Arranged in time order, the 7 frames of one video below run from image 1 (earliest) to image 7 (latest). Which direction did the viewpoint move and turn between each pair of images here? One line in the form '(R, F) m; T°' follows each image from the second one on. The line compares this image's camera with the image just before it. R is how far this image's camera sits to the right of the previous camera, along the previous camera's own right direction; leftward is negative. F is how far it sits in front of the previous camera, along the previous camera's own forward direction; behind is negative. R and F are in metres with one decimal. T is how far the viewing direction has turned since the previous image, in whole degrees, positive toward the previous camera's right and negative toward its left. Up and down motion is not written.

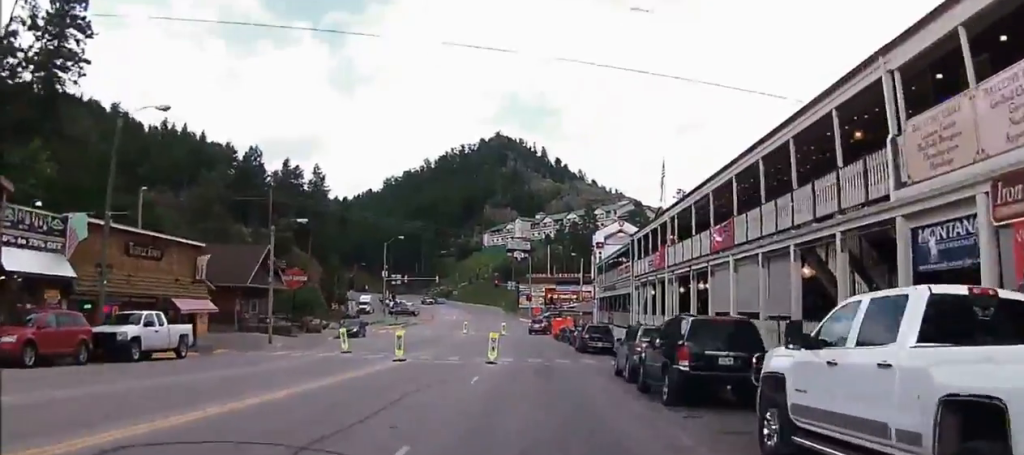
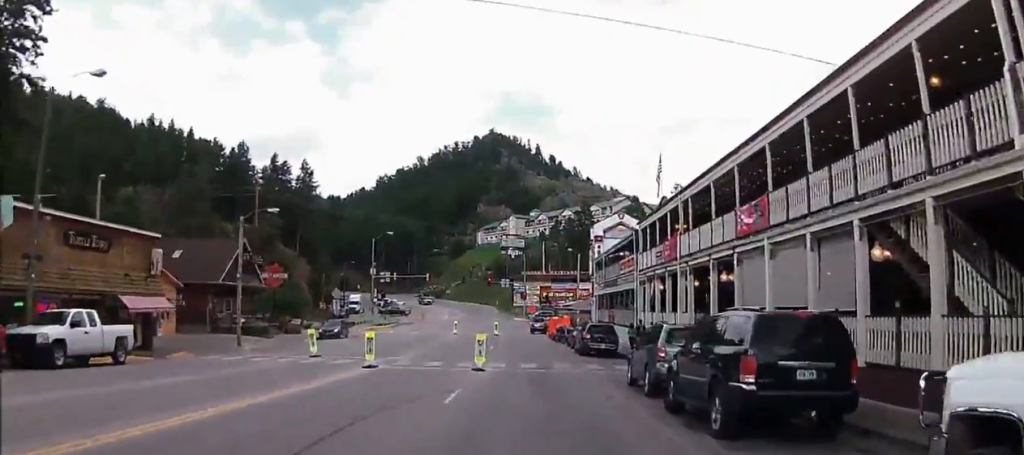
(0.0, +4.2) m; +2°
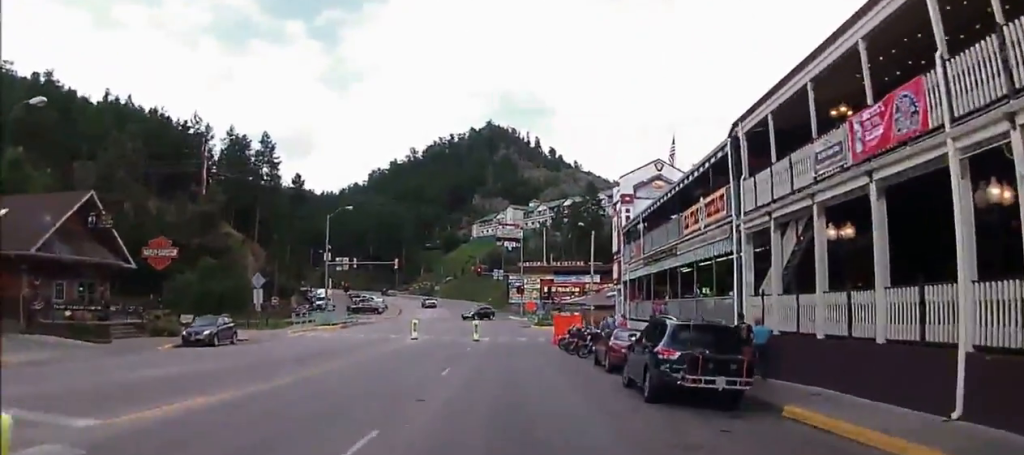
(+0.1, +21.4) m; -4°
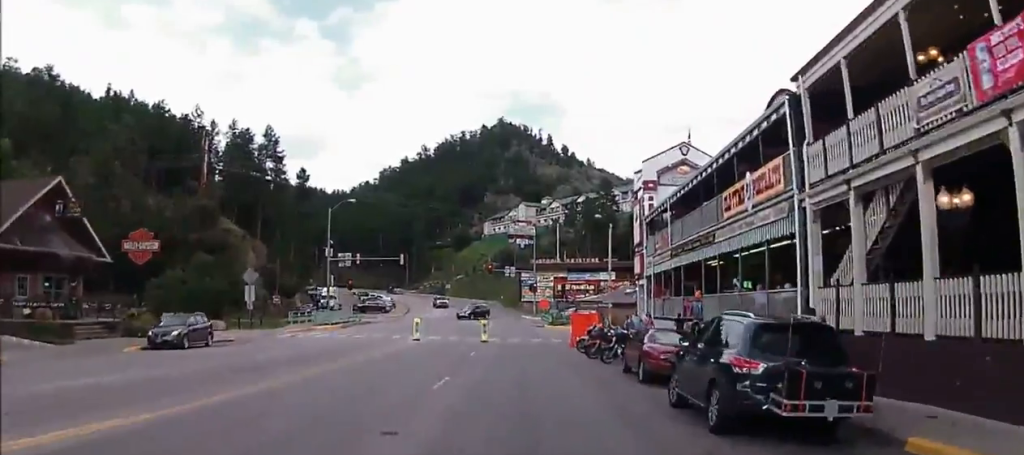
(+0.1, +4.3) m; +2°
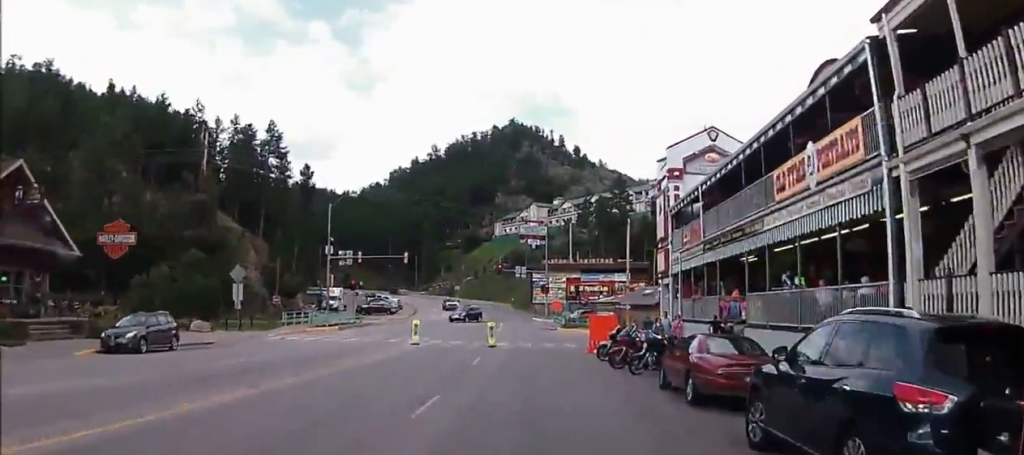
(+0.1, +4.3) m; +1°
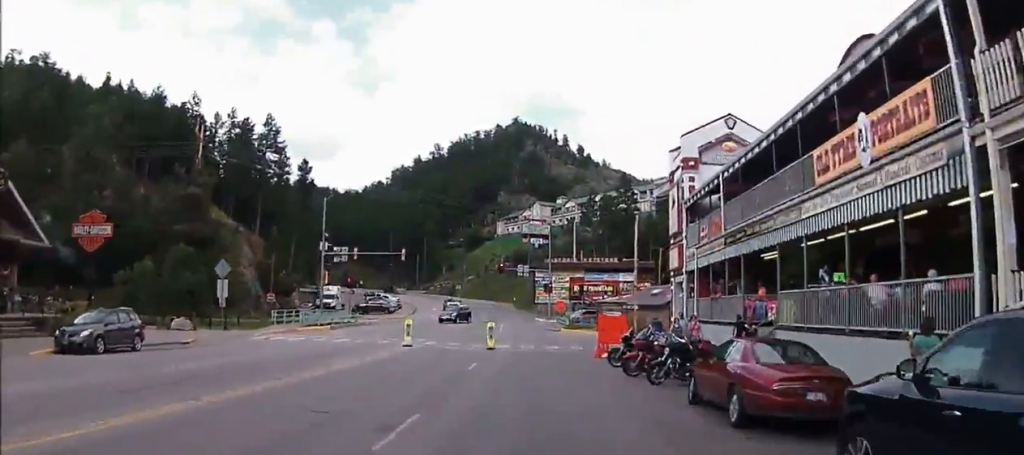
(+0.1, +2.9) m; 0°
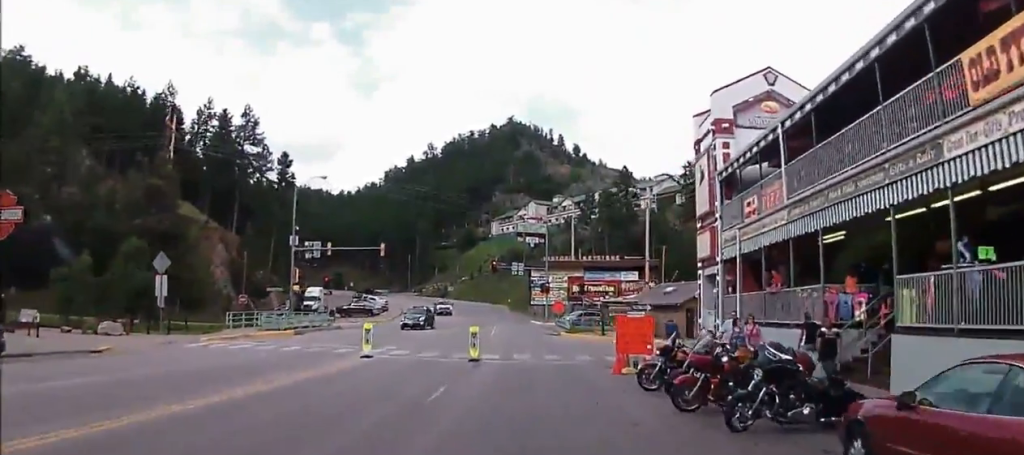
(-0.1, +7.3) m; -4°
